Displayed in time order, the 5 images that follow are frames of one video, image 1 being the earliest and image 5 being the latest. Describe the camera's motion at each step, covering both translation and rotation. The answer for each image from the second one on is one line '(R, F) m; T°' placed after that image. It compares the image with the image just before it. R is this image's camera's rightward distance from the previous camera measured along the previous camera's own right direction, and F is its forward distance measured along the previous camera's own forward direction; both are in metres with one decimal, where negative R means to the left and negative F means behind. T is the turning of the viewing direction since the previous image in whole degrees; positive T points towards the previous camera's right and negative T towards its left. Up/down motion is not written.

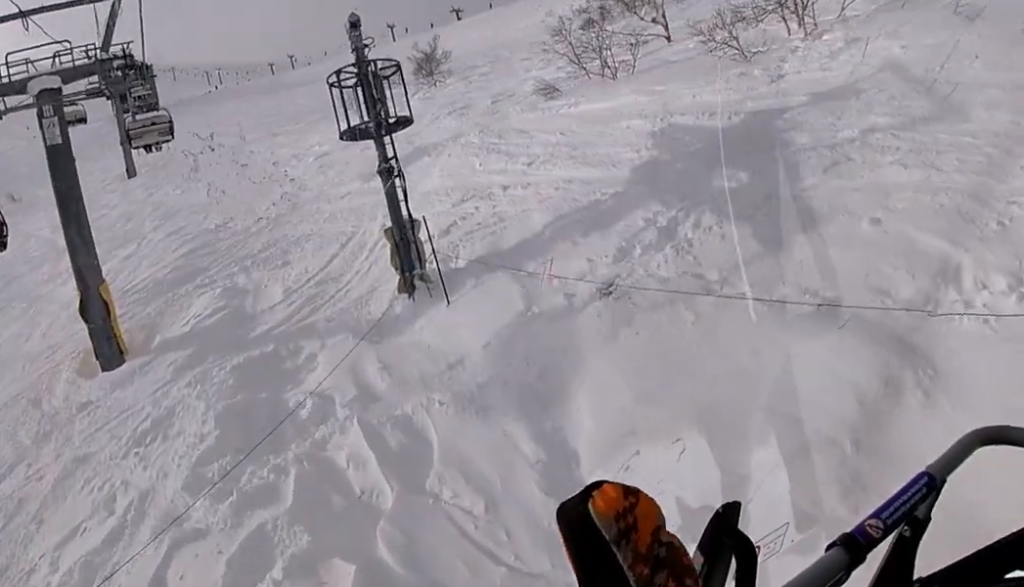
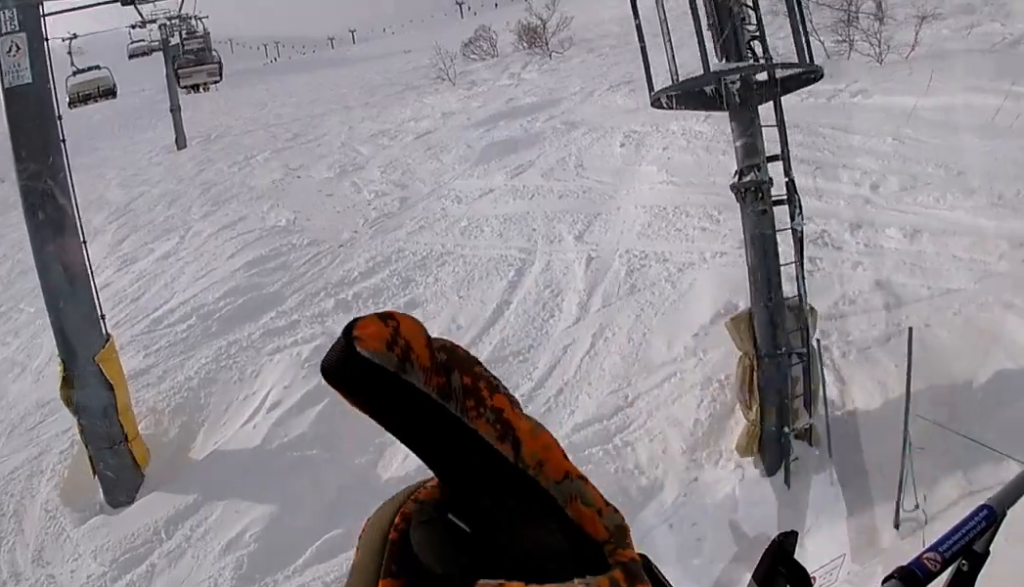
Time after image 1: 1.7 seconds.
(-1.2, +8.1) m; -5°
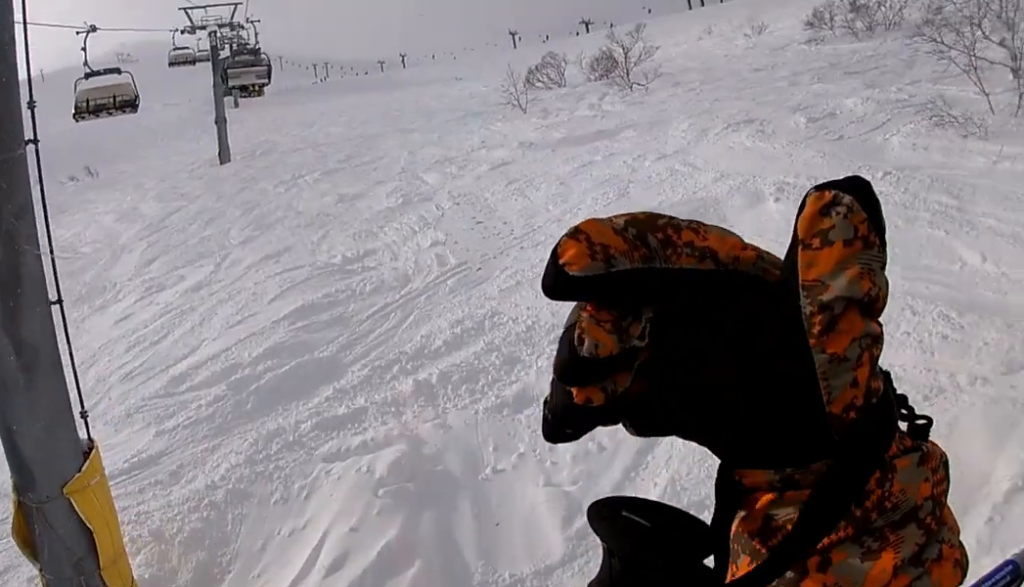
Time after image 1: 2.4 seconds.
(0.0, +3.6) m; +9°
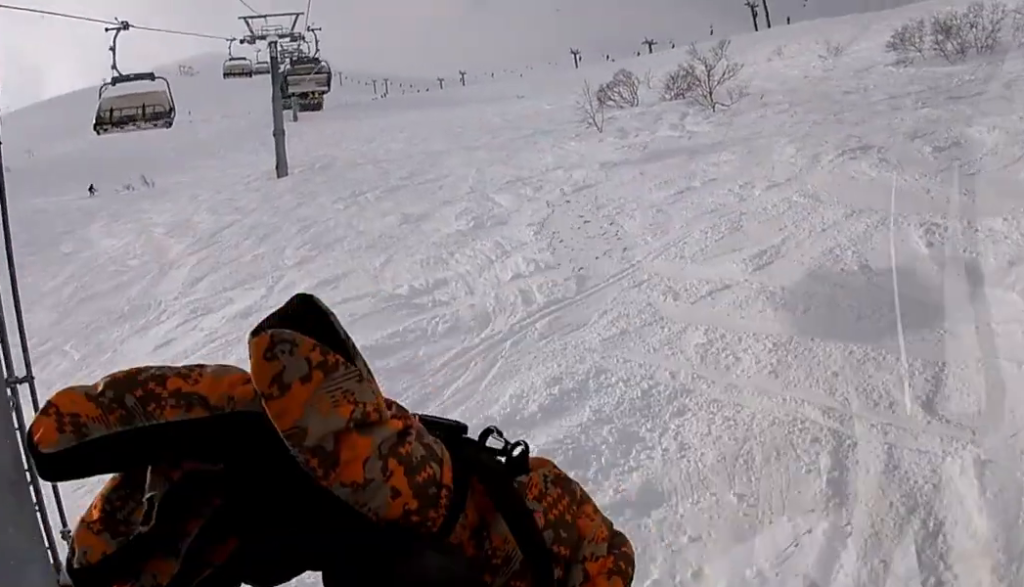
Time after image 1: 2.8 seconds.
(+0.2, +2.1) m; +2°
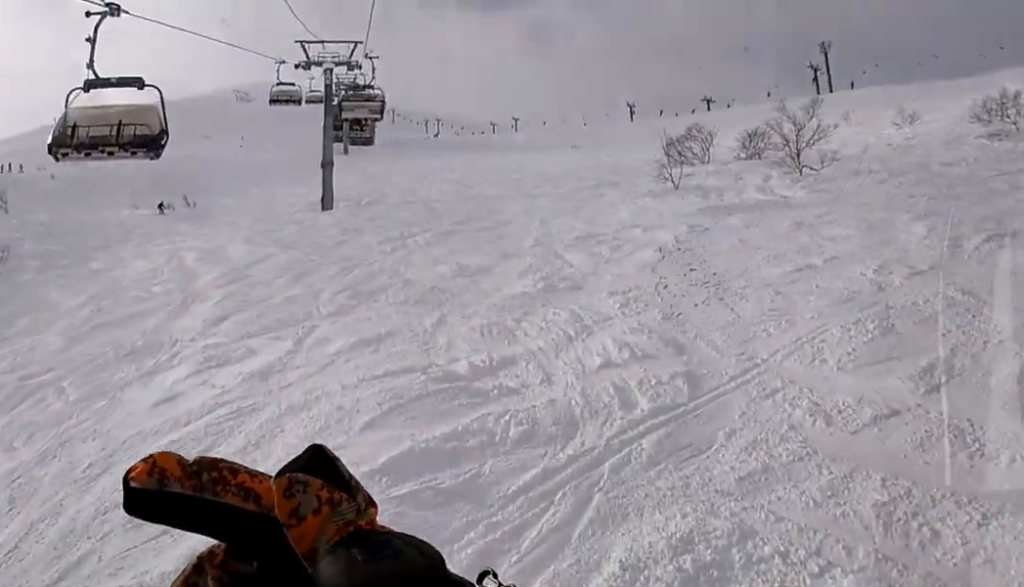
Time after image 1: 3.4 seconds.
(+0.5, +3.1) m; +1°
